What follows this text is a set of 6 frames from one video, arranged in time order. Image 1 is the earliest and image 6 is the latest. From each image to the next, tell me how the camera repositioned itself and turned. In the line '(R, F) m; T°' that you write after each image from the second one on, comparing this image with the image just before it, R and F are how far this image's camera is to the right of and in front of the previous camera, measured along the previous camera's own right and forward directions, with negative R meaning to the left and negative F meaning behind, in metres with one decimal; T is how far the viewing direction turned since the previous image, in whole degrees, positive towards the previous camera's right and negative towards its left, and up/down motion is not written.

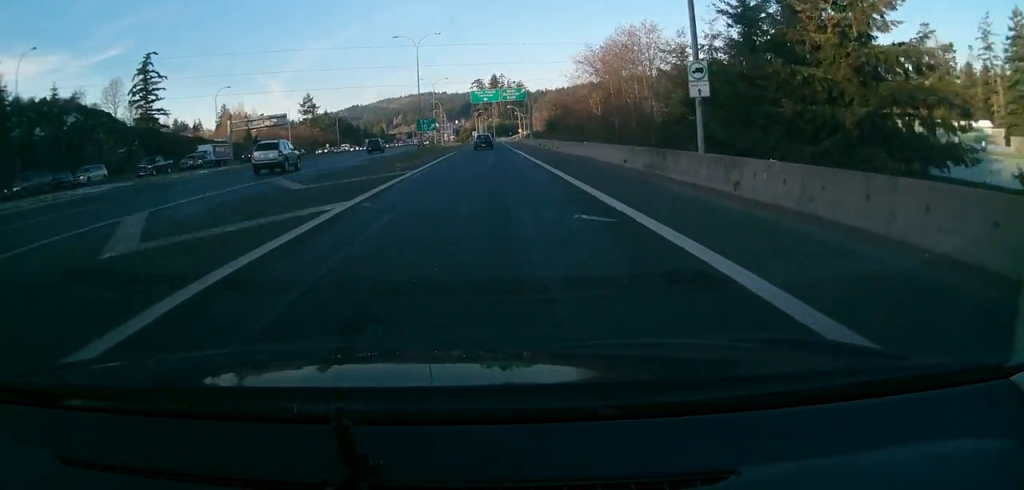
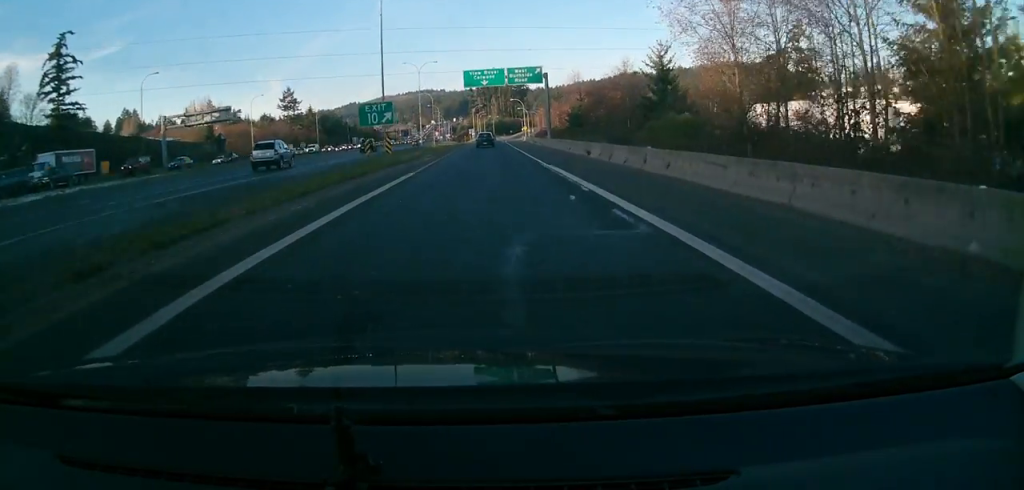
(+0.3, +26.9) m; +1°
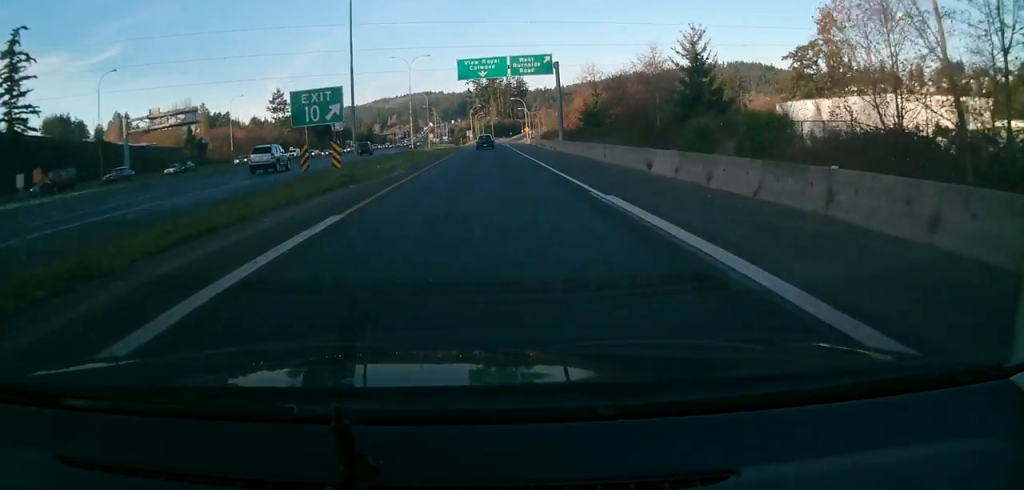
(+0.3, +11.2) m; 0°
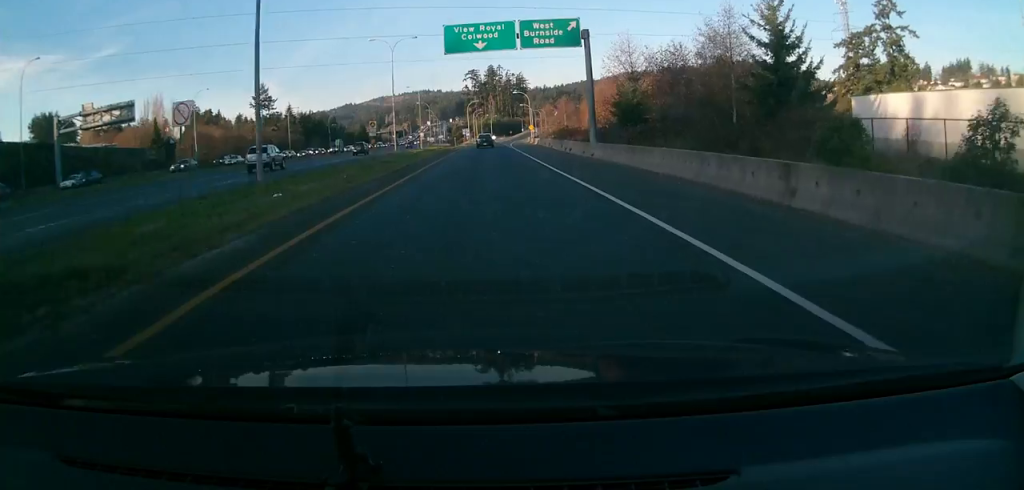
(-0.2, +16.4) m; -1°
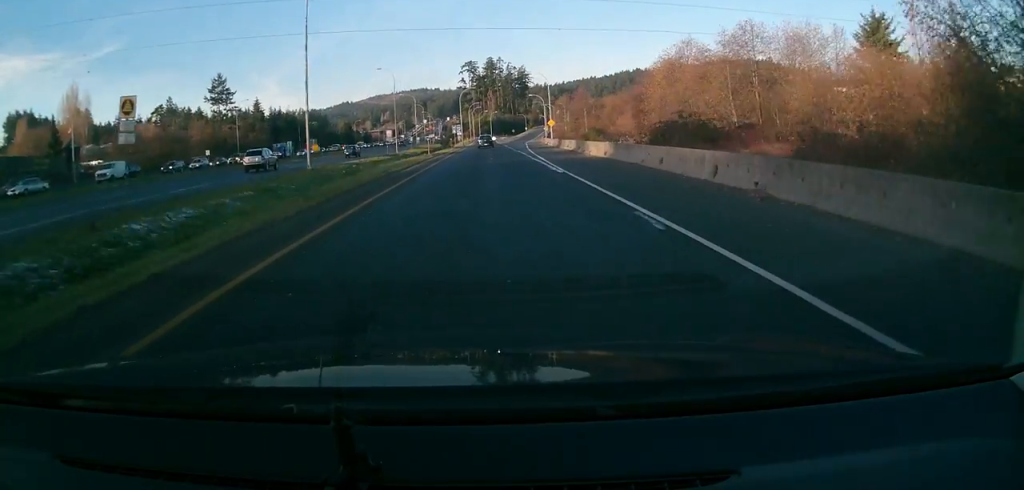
(-0.5, +37.9) m; -1°
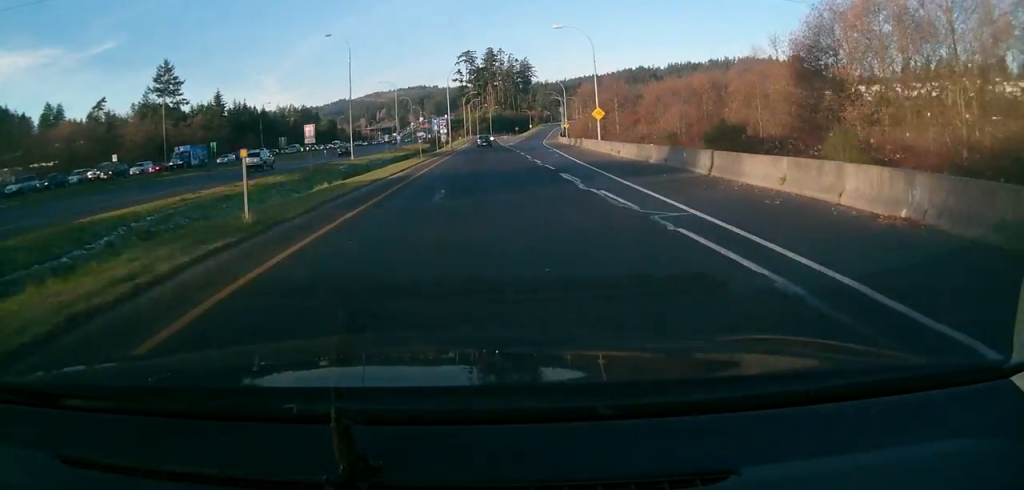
(0.0, +34.7) m; +1°
